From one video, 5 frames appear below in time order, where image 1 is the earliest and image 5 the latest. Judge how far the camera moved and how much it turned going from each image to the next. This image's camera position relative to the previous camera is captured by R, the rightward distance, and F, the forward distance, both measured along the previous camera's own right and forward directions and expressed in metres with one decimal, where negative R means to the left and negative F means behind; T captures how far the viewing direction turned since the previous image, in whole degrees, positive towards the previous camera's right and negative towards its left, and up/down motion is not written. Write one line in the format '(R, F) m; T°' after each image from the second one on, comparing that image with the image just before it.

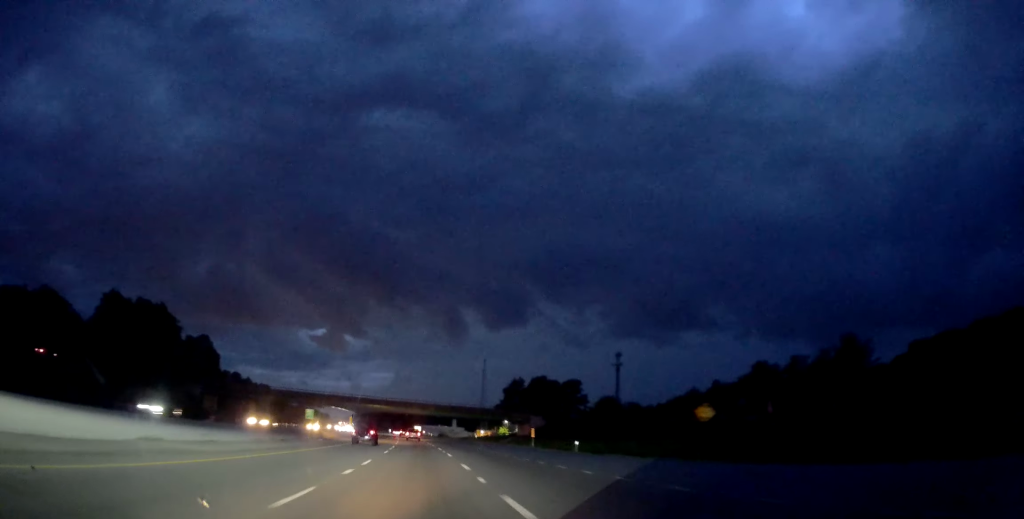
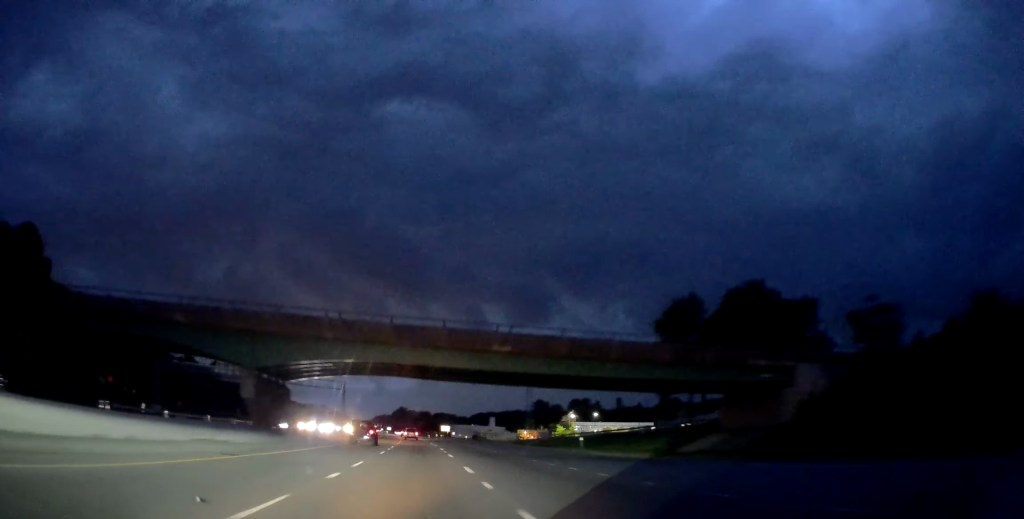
(-0.9, +64.7) m; -2°
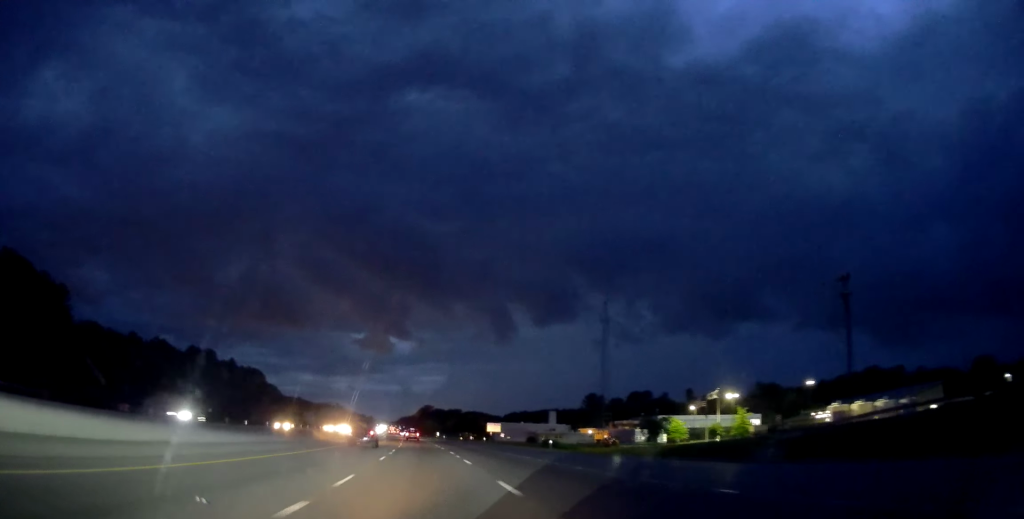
(-1.4, +74.6) m; -2°
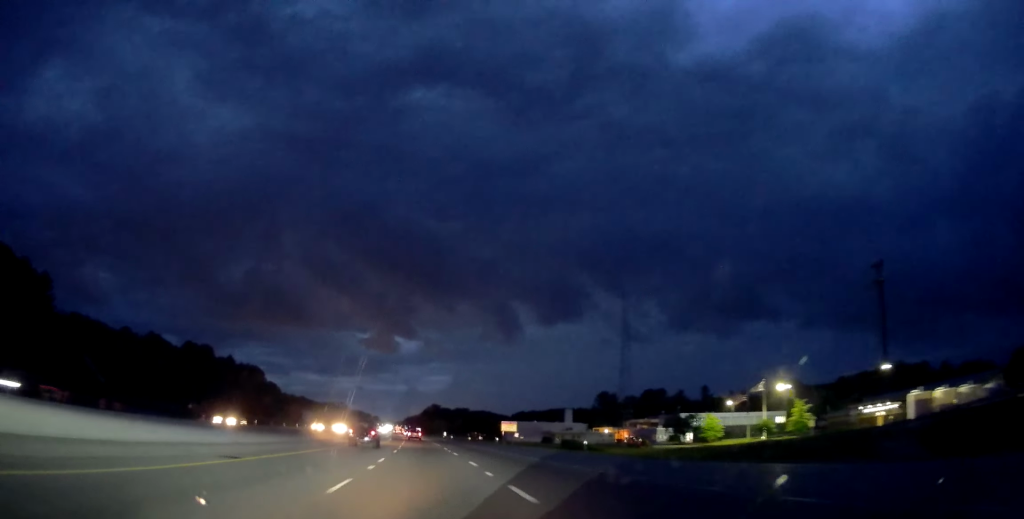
(-0.1, +14.8) m; 0°
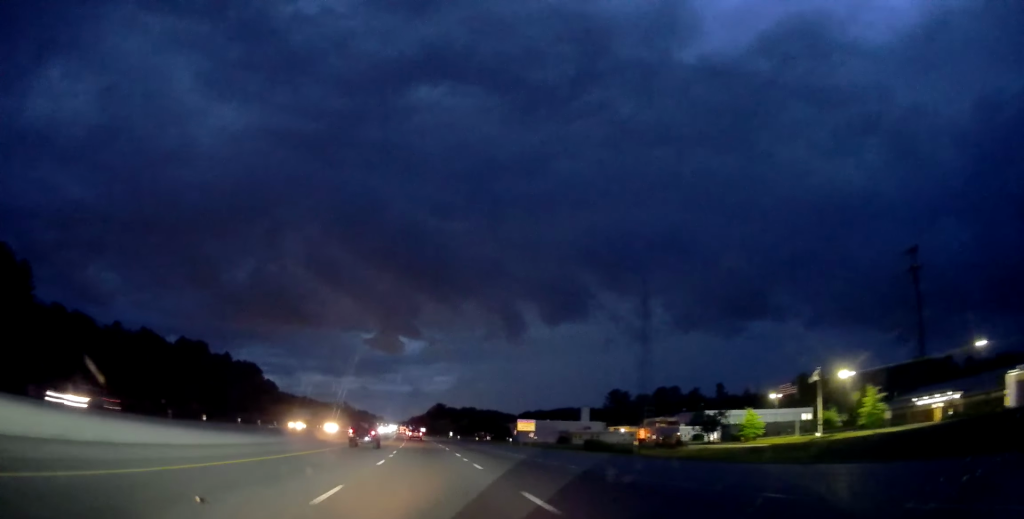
(0.0, +15.5) m; -1°
